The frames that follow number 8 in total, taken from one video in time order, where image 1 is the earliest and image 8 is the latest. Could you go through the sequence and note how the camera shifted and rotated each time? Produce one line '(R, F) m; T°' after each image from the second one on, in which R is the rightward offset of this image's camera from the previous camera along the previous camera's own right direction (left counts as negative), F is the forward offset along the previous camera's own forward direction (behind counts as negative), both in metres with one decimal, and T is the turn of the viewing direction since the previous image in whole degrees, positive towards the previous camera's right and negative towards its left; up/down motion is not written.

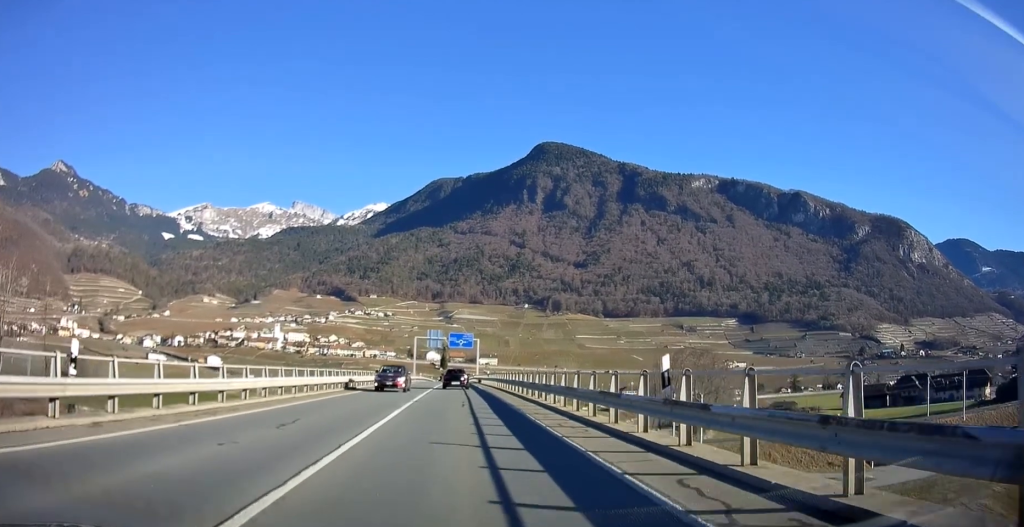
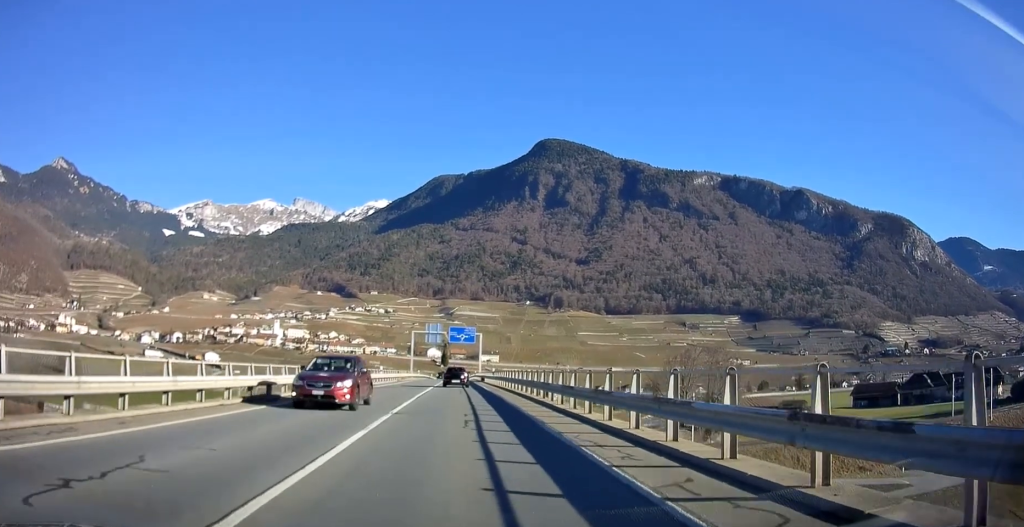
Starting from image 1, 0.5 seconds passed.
(+0.1, +7.3) m; 0°
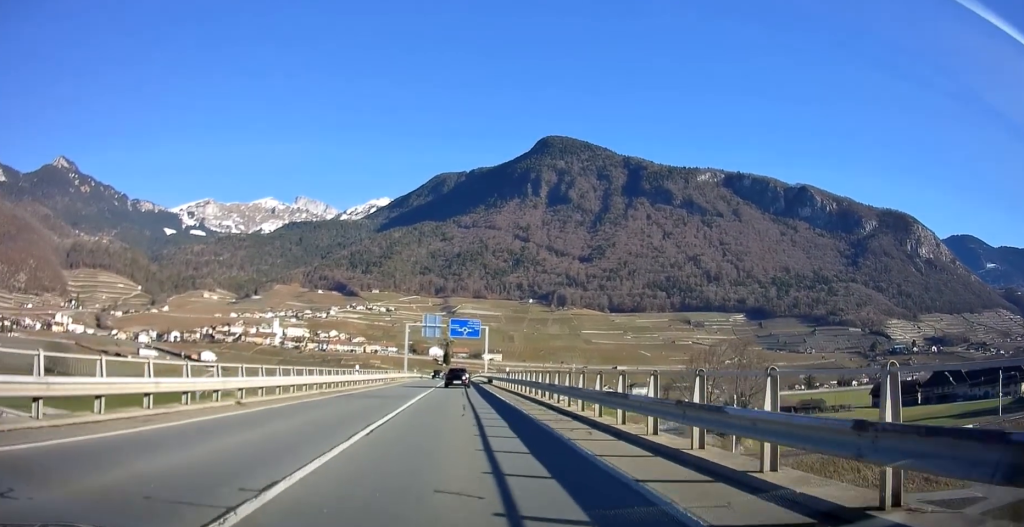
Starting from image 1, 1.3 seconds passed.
(-0.3, +13.0) m; -1°
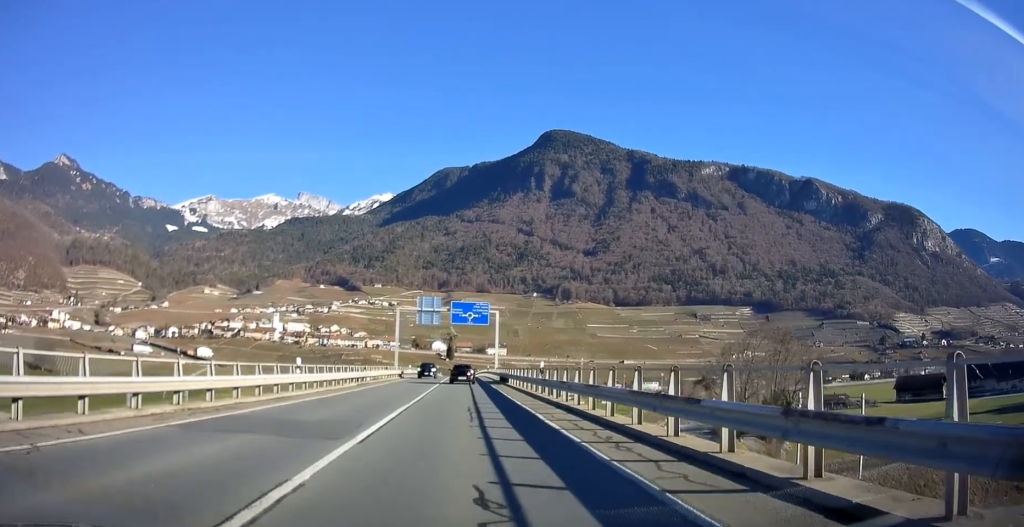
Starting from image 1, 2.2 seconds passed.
(0.0, +14.7) m; 0°
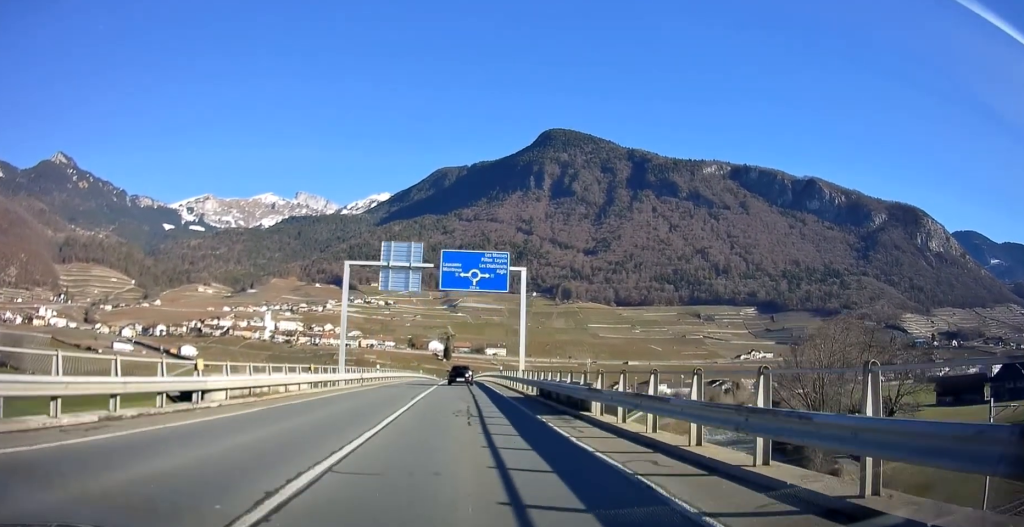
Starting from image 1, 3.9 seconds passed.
(-0.3, +26.7) m; 0°
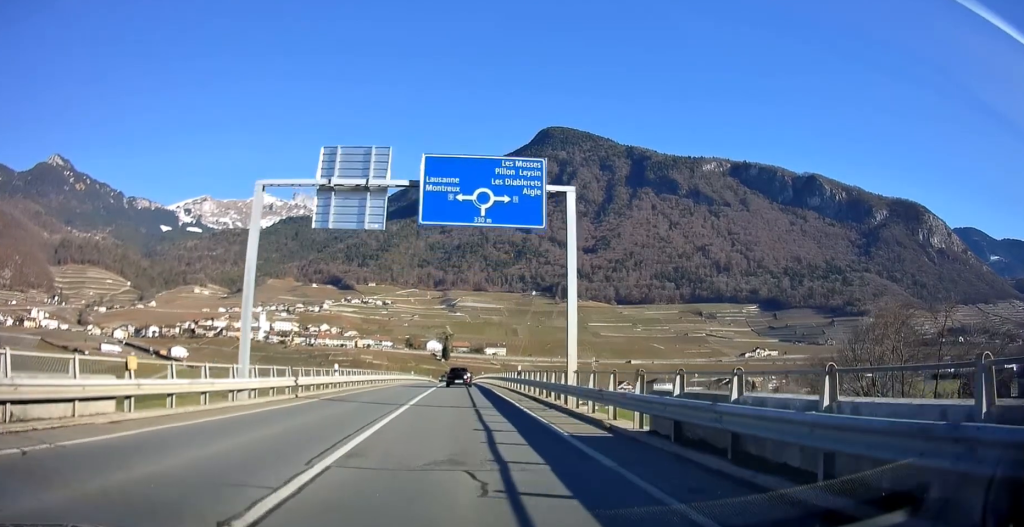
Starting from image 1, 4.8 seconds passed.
(+0.1, +15.2) m; +1°
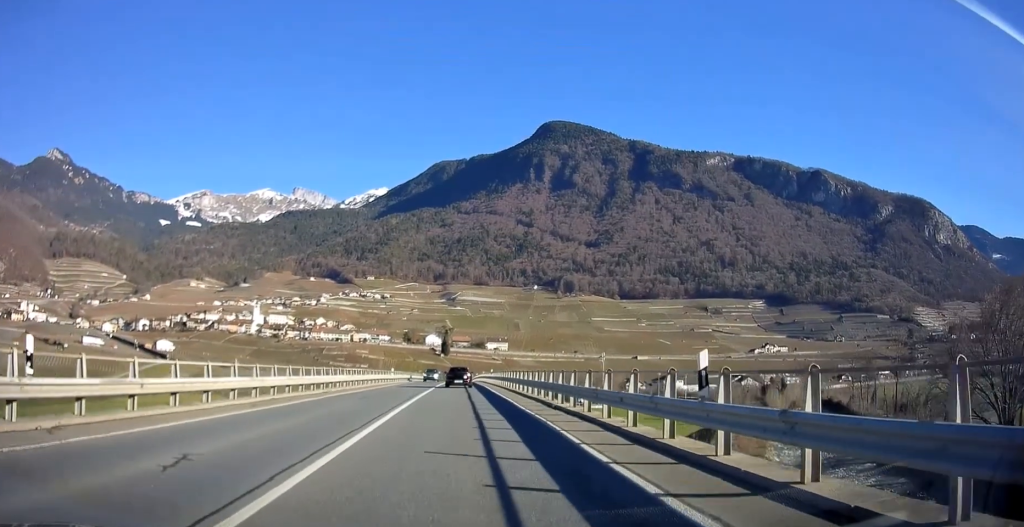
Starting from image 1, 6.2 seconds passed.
(+0.1, +23.1) m; 0°
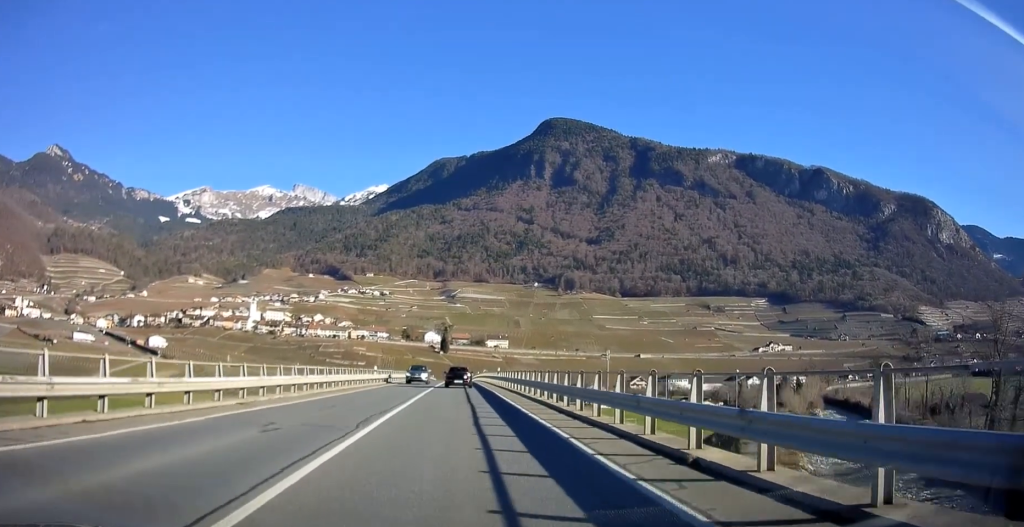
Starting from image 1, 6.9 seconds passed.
(-0.1, +11.4) m; -1°
